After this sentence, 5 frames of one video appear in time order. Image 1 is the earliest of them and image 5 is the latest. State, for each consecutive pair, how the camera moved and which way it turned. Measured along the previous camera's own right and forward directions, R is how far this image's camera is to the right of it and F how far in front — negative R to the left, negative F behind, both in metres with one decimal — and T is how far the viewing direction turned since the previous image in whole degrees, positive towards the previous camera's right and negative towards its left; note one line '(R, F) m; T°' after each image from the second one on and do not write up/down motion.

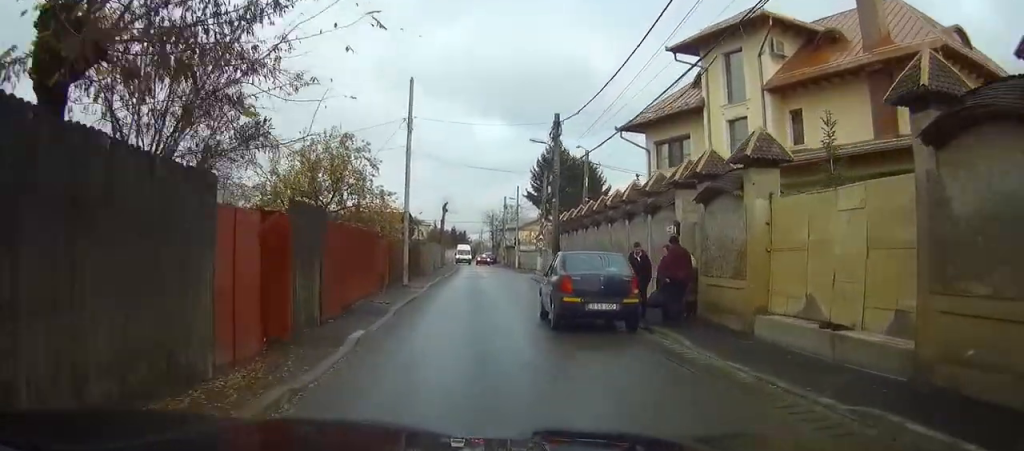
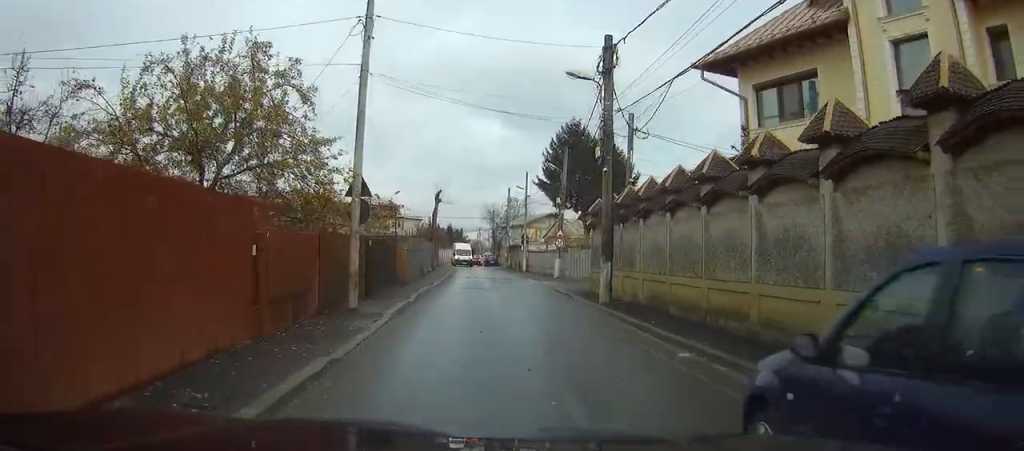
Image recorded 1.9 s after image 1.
(-0.5, +11.5) m; -5°
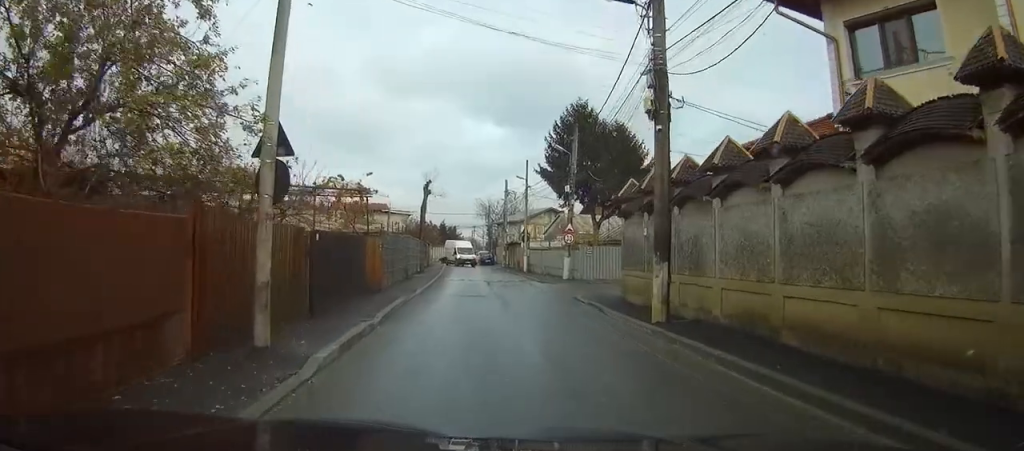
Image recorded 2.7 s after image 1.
(0.0, +6.3) m; 0°
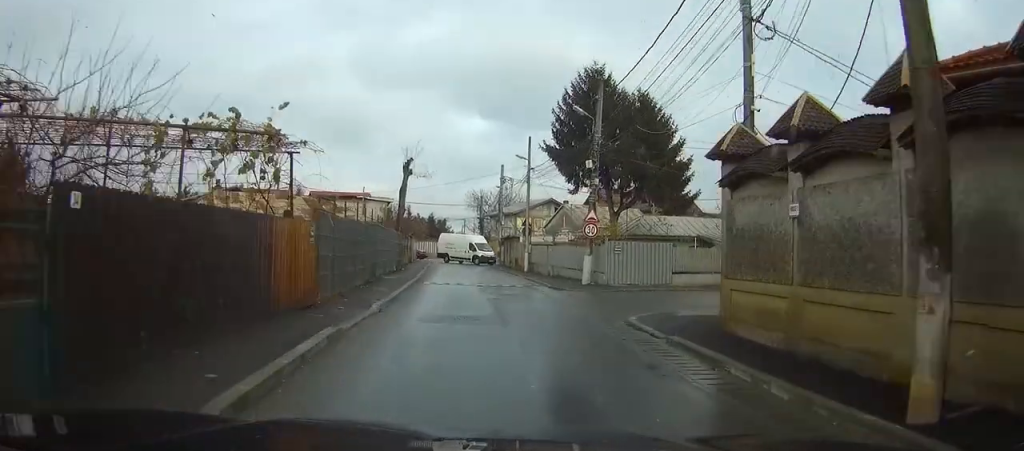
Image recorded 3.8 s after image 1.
(0.0, +9.0) m; 0°
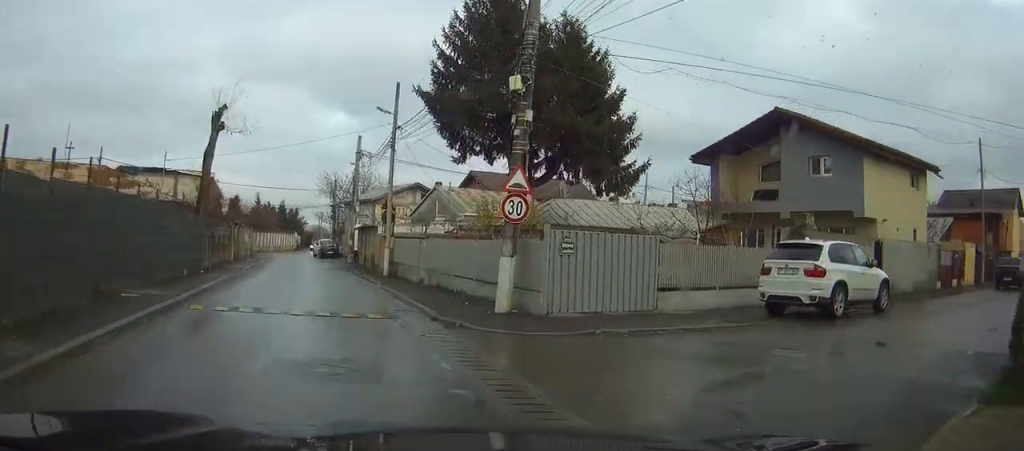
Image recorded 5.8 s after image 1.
(+0.9, +14.6) m; +16°
